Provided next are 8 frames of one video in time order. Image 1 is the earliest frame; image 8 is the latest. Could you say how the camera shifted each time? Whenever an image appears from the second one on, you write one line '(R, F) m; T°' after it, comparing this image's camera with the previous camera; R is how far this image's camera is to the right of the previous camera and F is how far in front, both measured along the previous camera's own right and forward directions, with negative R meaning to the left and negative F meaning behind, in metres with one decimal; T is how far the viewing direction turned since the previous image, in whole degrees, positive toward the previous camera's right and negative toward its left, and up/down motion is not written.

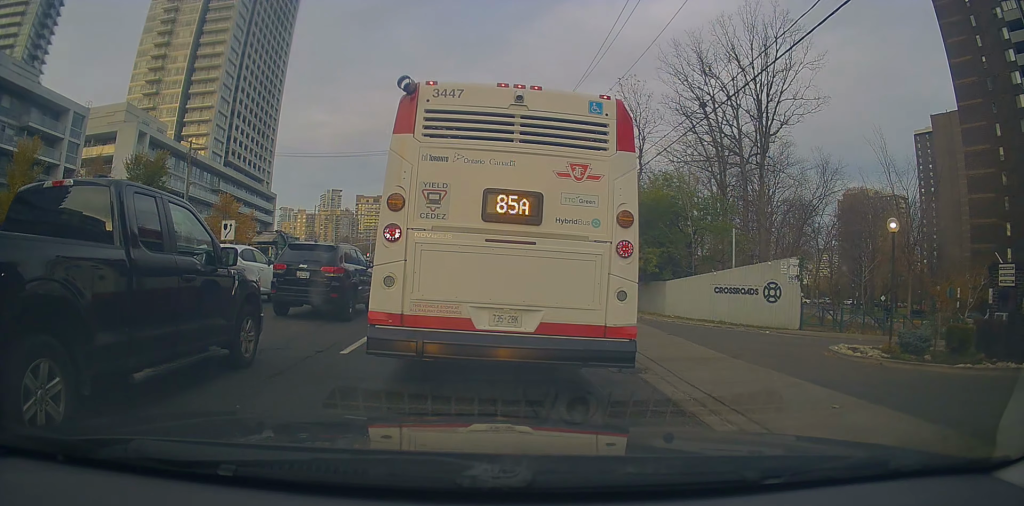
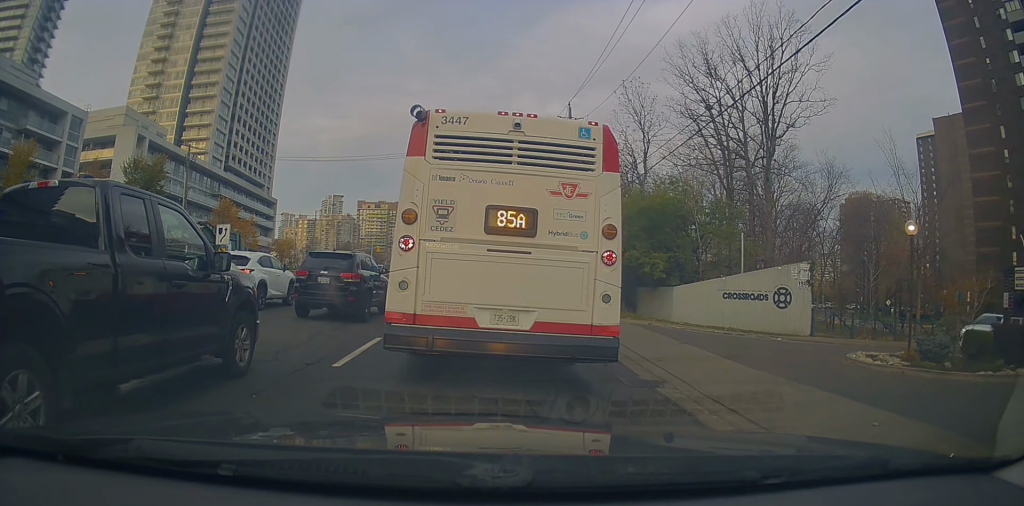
(+0.1, +0.3) m; 0°
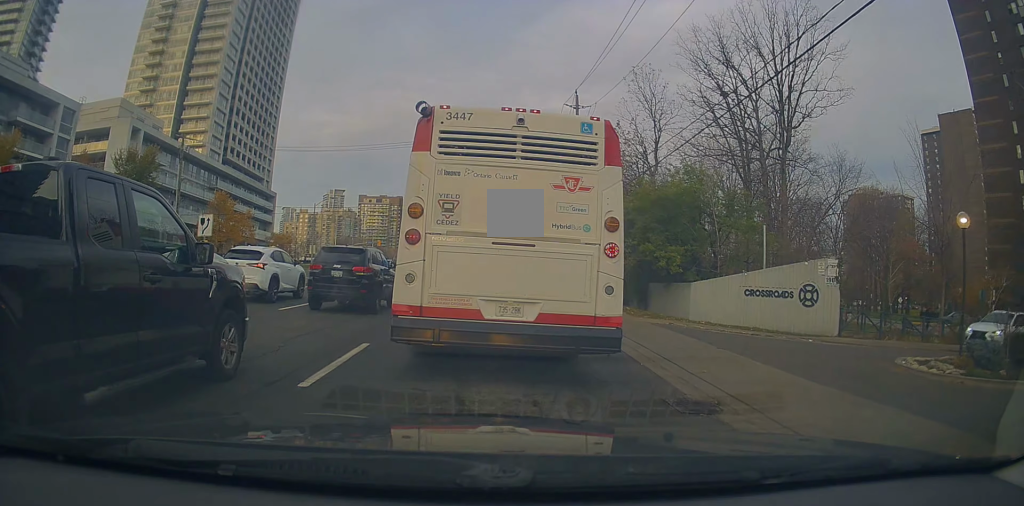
(-0.1, +0.7) m; -3°
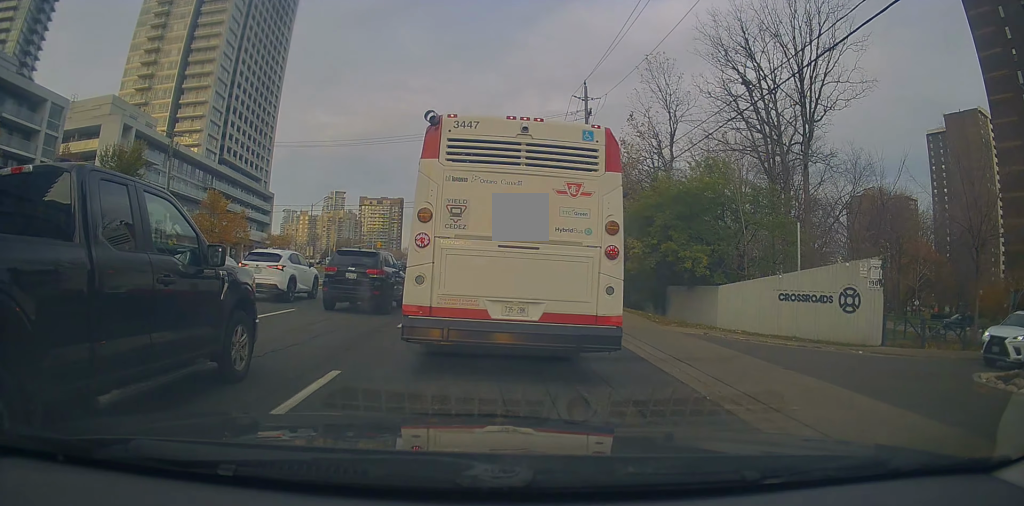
(-0.1, +1.6) m; +2°
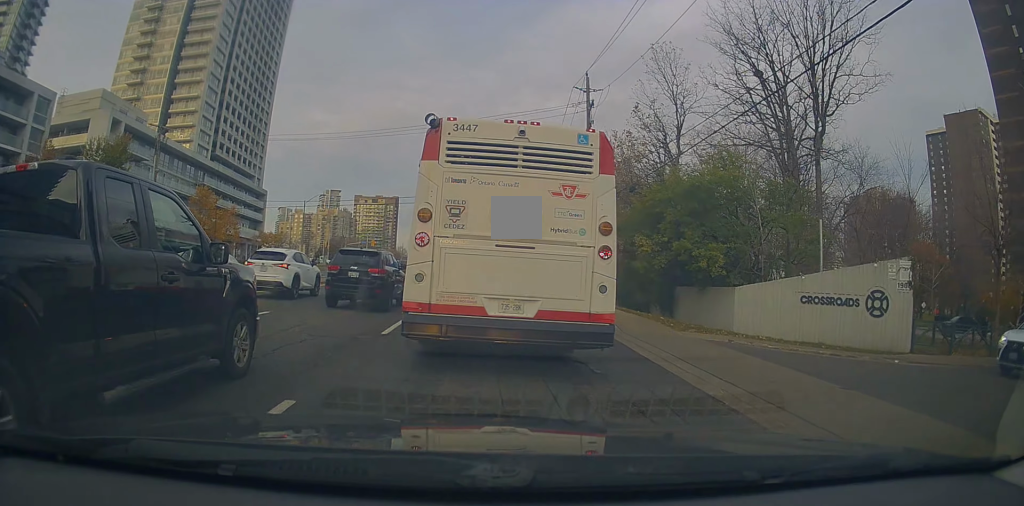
(-0.1, +1.3) m; +4°
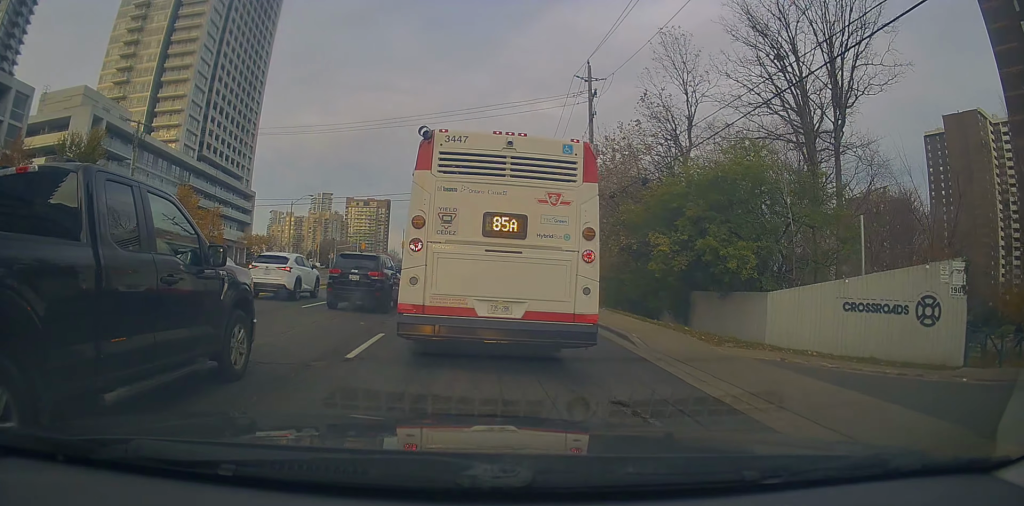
(+0.2, +2.4) m; +1°
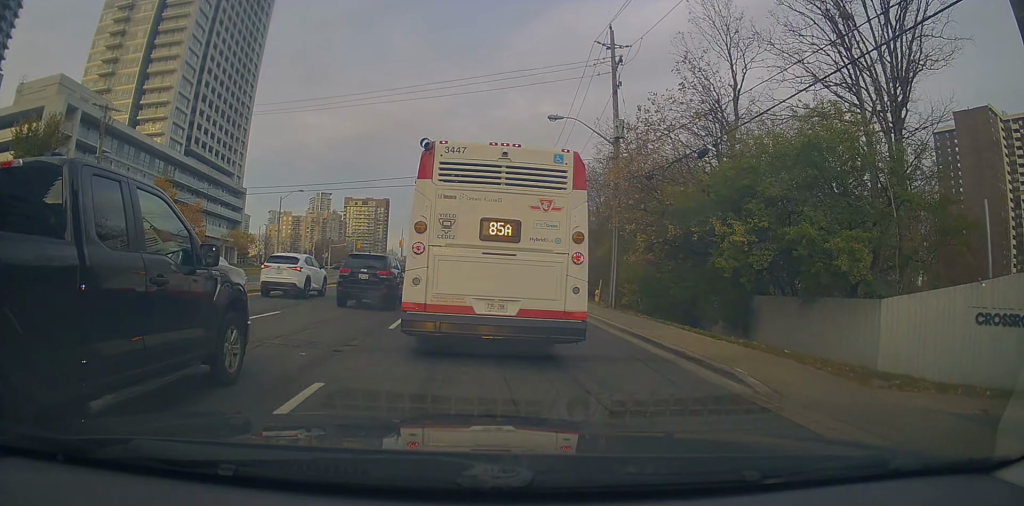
(0.0, +4.3) m; +1°
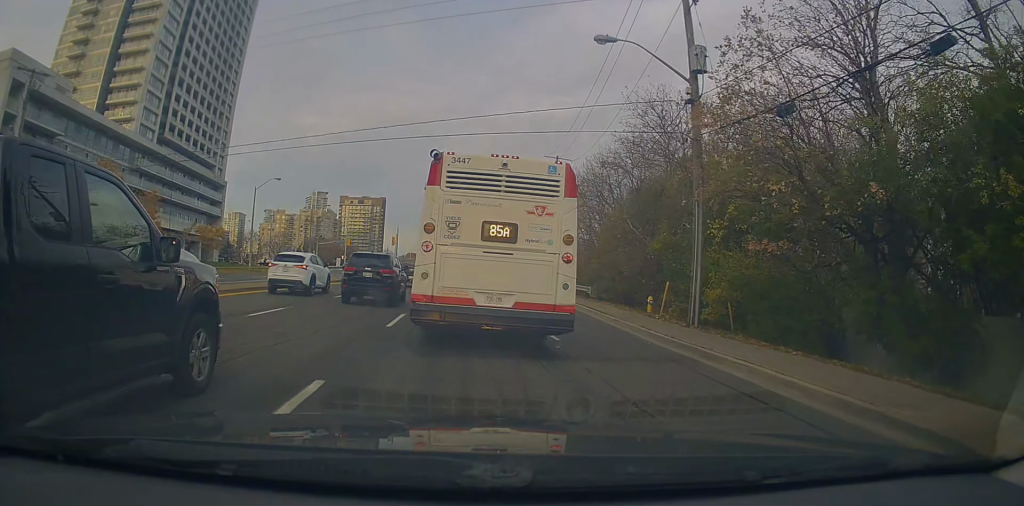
(+0.5, +8.7) m; +7°
